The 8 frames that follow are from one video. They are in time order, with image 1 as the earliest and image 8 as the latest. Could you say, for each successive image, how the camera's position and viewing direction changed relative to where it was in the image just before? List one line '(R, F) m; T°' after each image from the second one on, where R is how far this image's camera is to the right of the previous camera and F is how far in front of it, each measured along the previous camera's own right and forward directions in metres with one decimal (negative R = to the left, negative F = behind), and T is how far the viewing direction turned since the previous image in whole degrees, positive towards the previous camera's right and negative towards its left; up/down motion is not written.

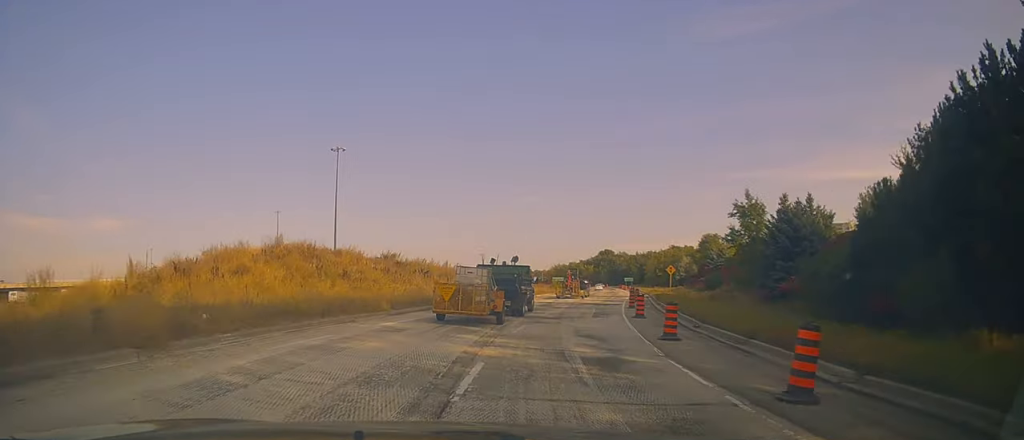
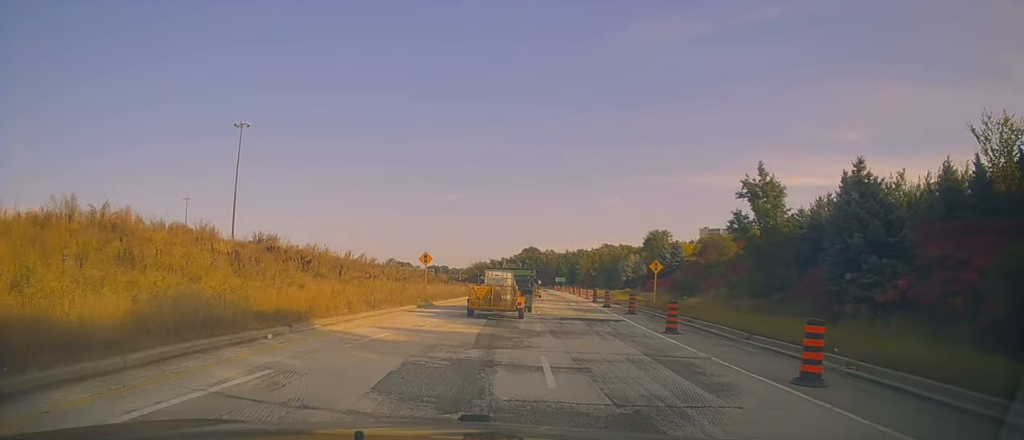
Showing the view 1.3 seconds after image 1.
(+0.1, +16.8) m; +2°
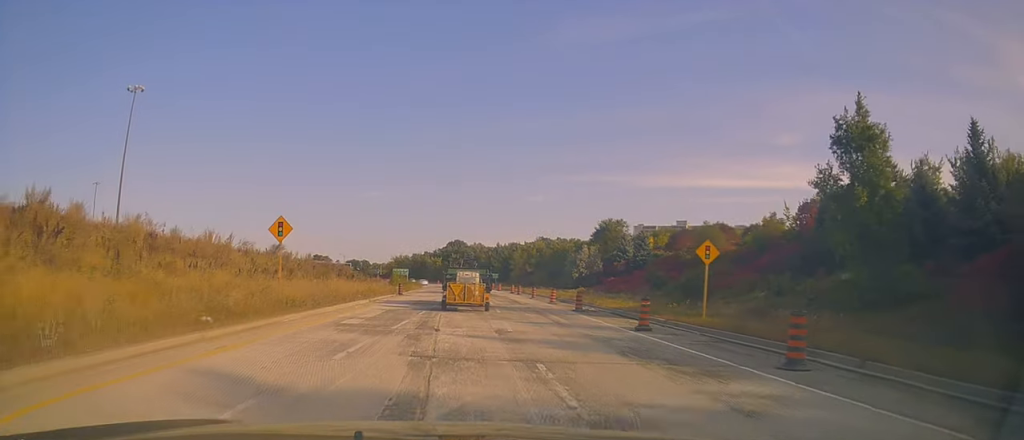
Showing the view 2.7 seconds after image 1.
(+2.1, +19.1) m; +13°
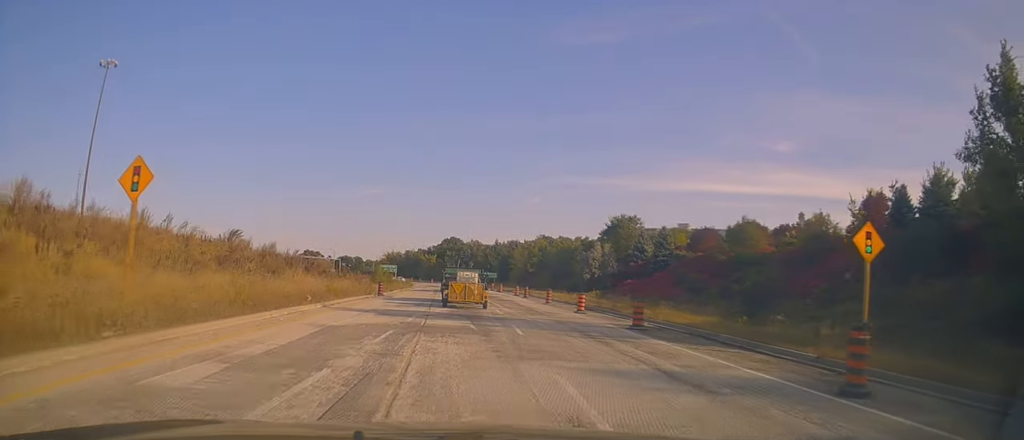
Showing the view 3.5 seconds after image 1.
(+0.4, +10.3) m; +3°
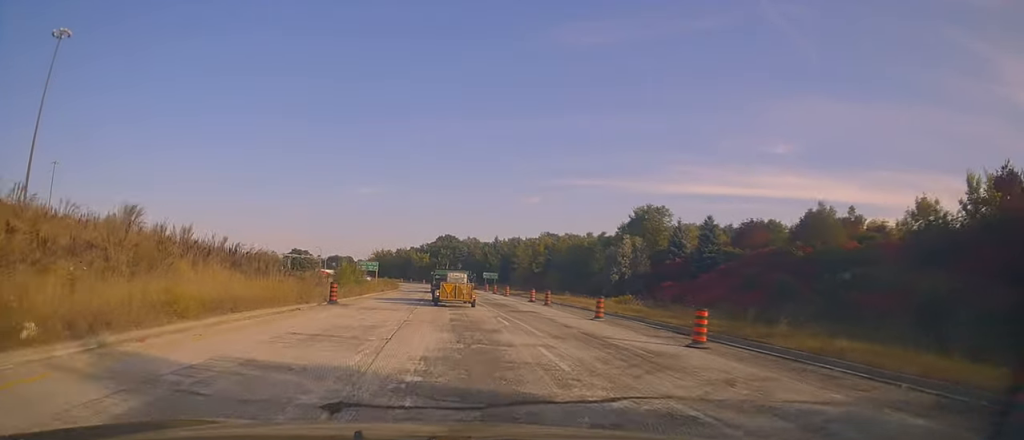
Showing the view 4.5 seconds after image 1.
(+0.1, +14.6) m; +1°
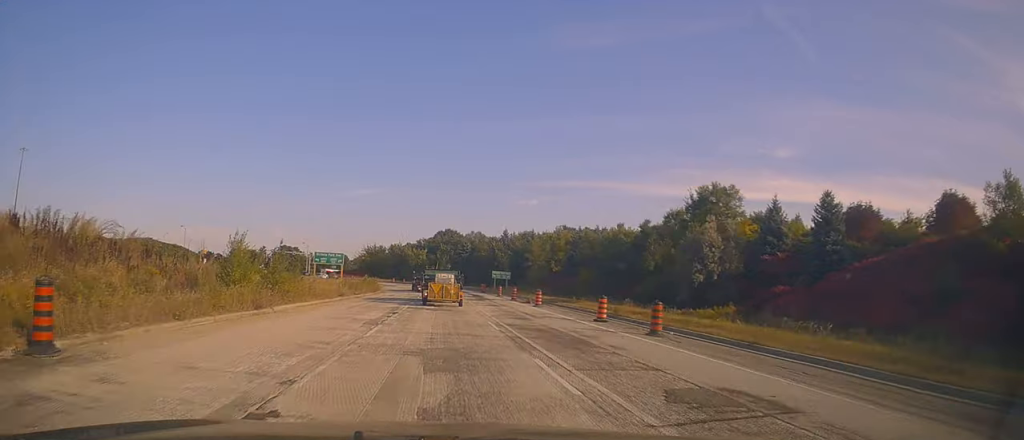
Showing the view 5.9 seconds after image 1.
(-0.1, +19.9) m; +2°
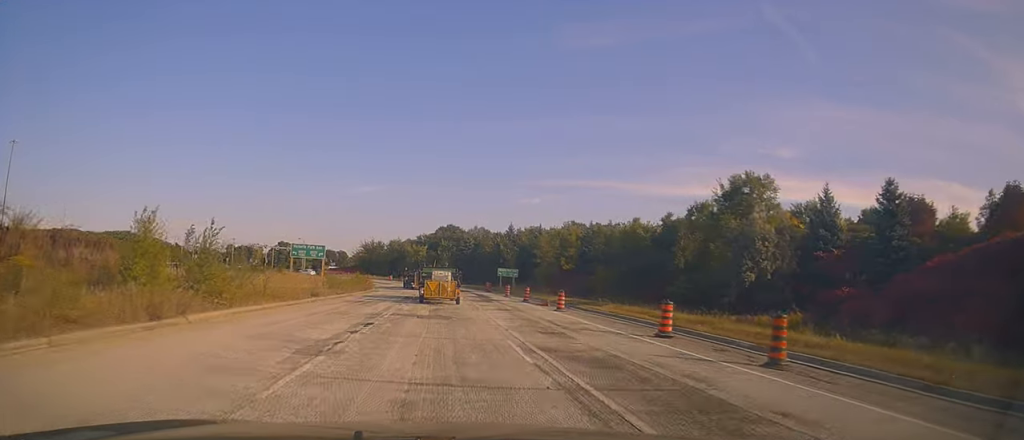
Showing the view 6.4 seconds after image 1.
(+0.2, +6.8) m; 0°
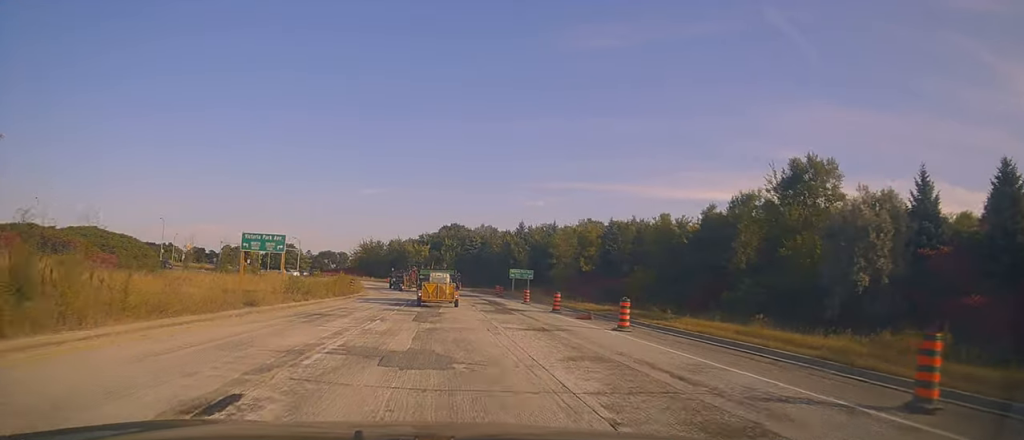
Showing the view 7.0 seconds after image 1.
(+0.4, +9.7) m; 0°
